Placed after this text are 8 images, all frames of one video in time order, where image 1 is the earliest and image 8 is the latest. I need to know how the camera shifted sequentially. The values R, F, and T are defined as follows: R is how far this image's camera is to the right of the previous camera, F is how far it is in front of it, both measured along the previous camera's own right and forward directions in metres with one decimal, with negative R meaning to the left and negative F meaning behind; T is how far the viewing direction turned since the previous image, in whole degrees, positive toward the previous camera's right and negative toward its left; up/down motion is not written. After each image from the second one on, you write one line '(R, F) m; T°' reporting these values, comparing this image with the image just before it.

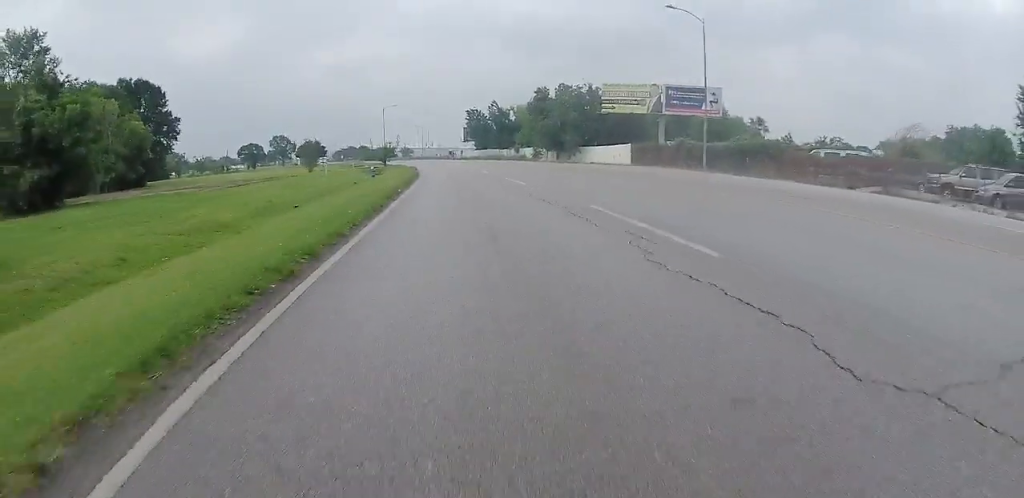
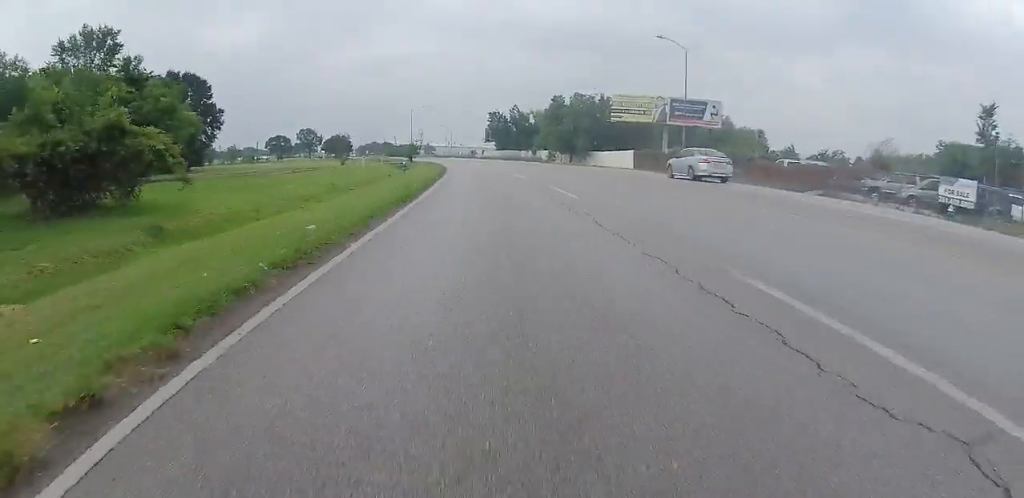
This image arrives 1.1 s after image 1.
(0.0, +7.0) m; 0°
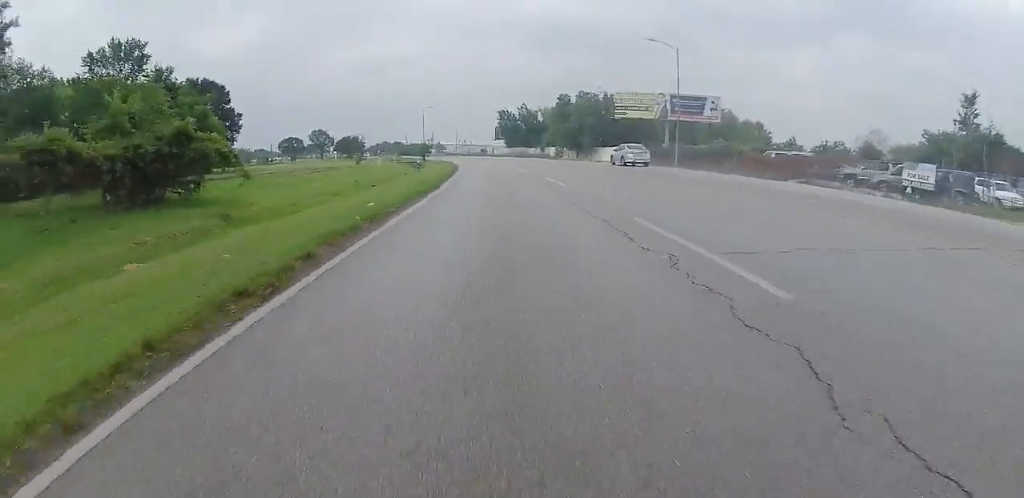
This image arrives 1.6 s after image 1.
(0.0, +3.2) m; 0°
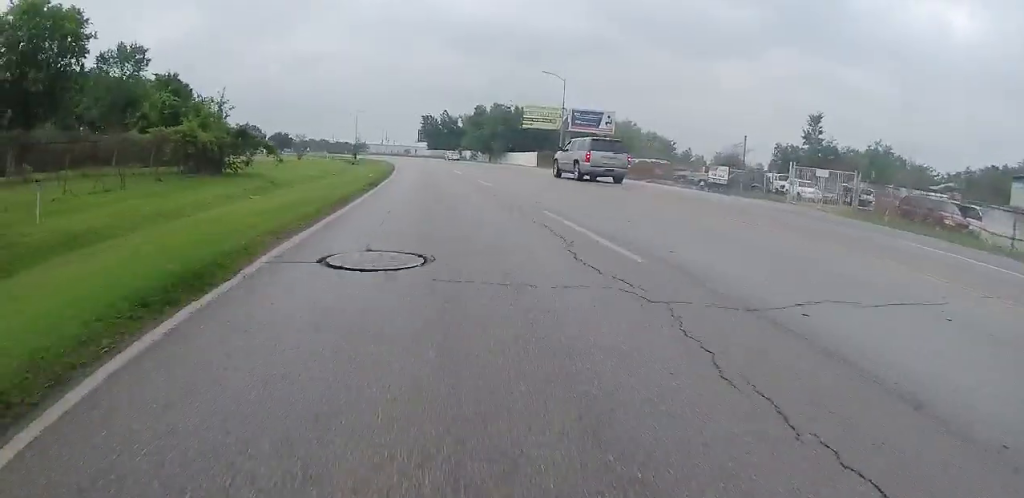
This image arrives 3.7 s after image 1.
(0.0, +12.7) m; +1°
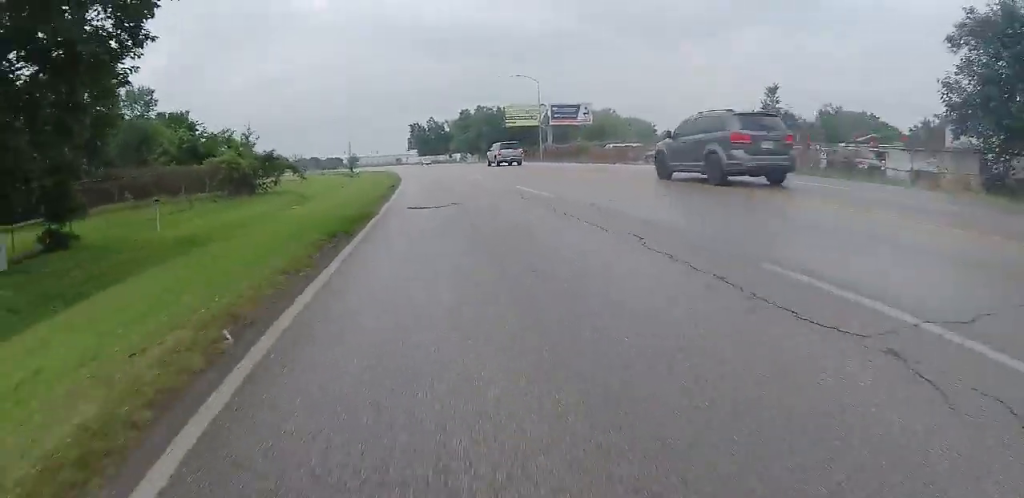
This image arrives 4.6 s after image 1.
(+0.1, +6.1) m; +3°
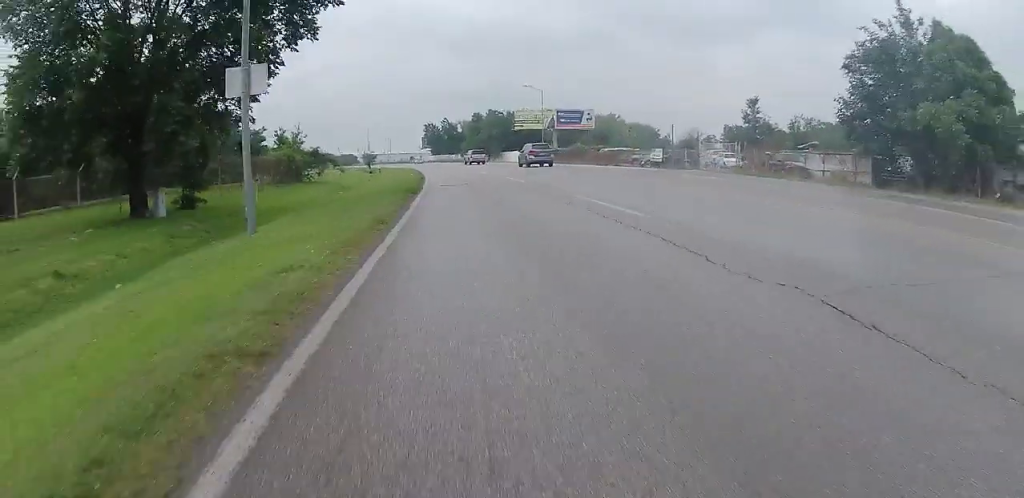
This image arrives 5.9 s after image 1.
(+0.2, +7.5) m; +1°
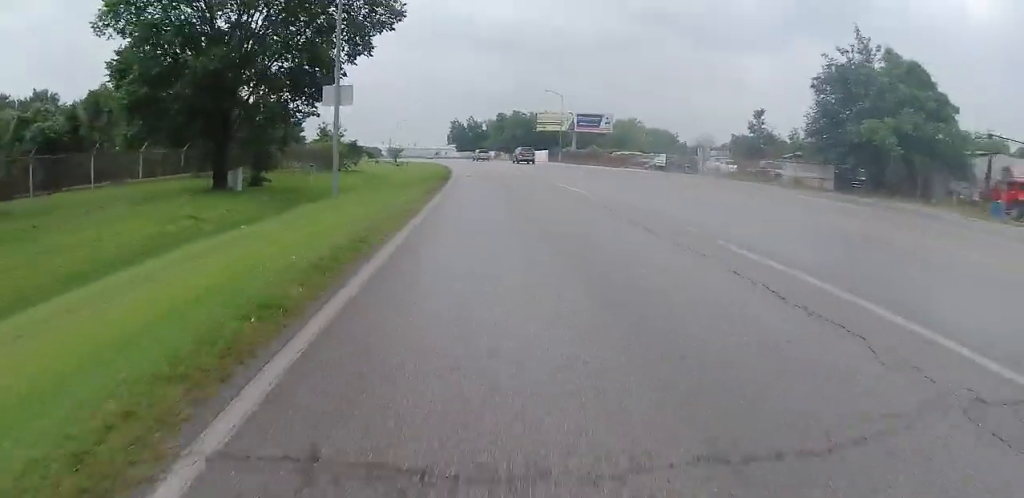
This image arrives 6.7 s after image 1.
(-0.1, +4.7) m; -2°
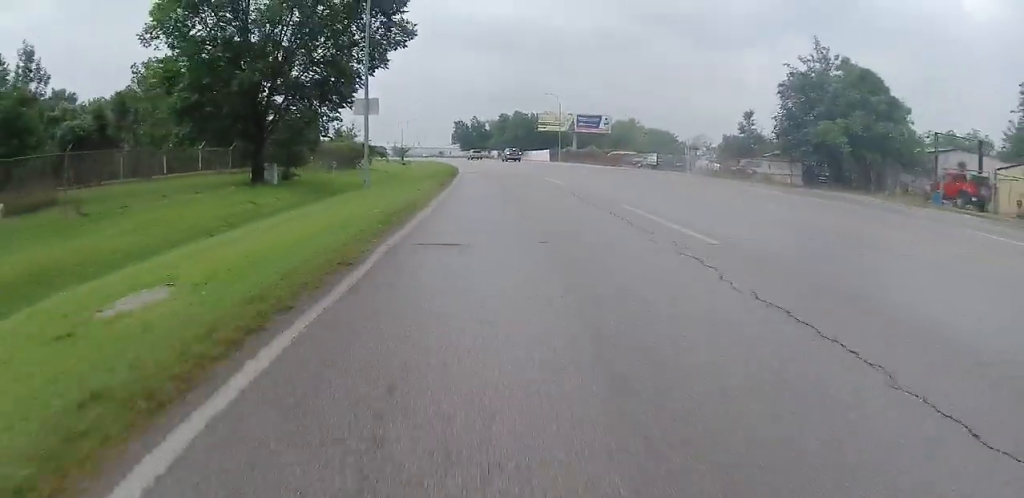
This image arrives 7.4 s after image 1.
(0.0, +3.7) m; -2°
